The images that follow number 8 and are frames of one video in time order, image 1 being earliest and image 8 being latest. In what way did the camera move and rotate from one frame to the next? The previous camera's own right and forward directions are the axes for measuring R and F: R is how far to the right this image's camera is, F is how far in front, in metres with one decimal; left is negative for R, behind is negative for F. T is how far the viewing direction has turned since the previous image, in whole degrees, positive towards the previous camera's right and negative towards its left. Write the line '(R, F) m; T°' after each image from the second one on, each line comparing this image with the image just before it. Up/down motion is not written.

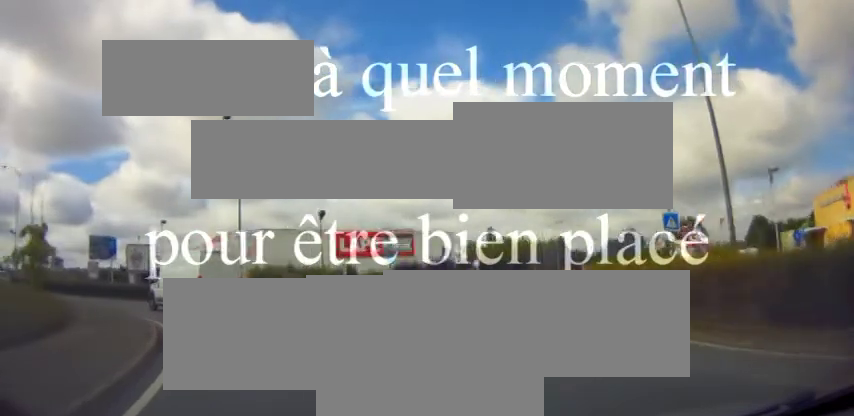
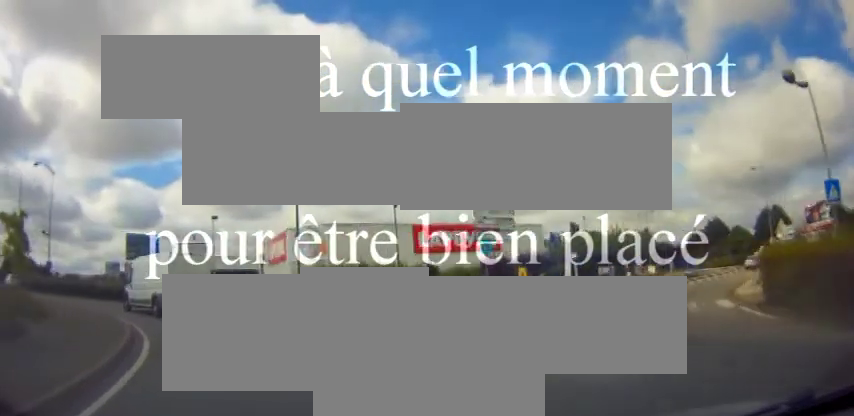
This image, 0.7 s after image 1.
(-0.5, +5.0) m; -7°
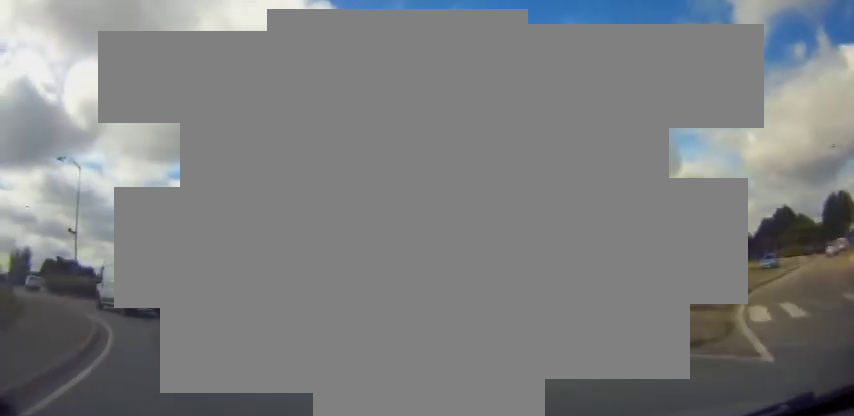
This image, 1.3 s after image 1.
(-0.3, +4.2) m; -8°
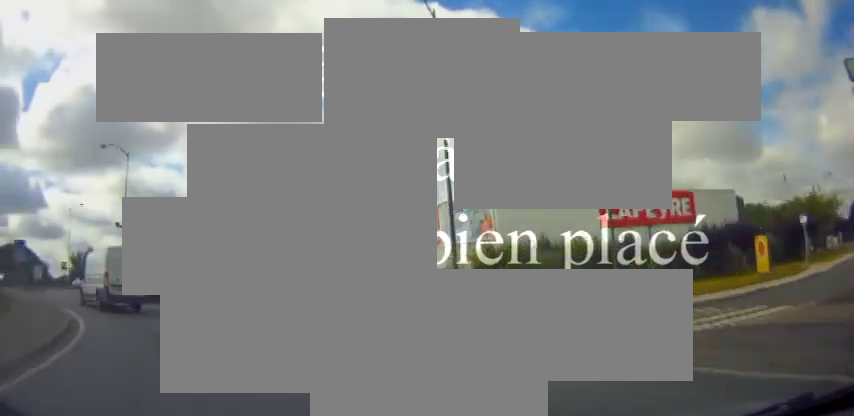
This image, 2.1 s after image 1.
(-0.4, +5.5) m; -11°
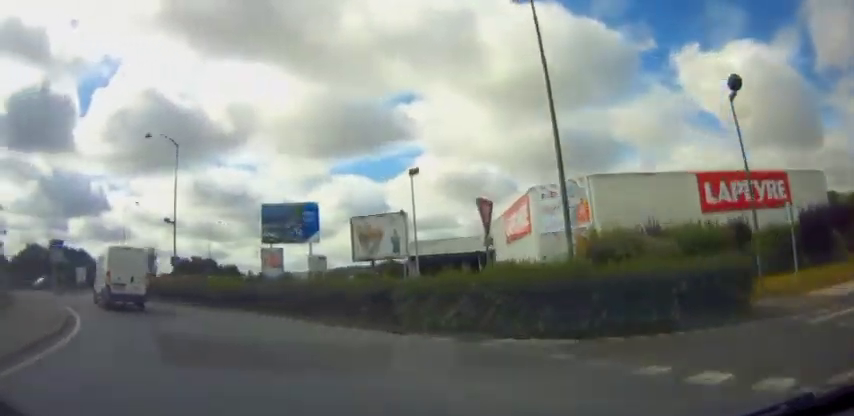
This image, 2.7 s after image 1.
(-0.2, +4.7) m; -8°
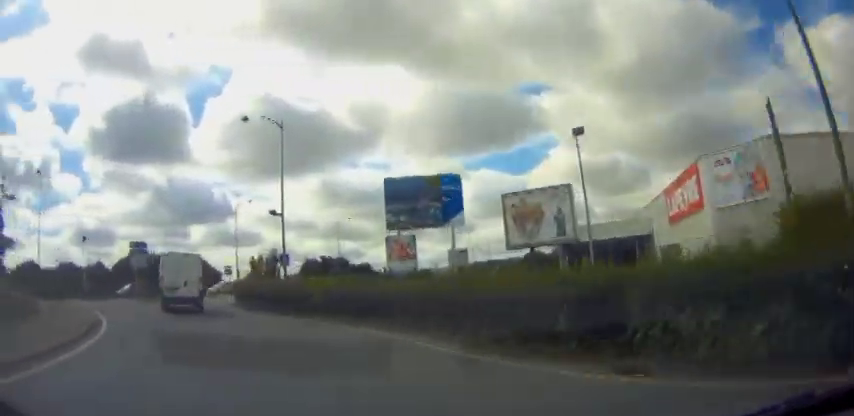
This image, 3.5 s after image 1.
(-1.1, +8.0) m; -15°
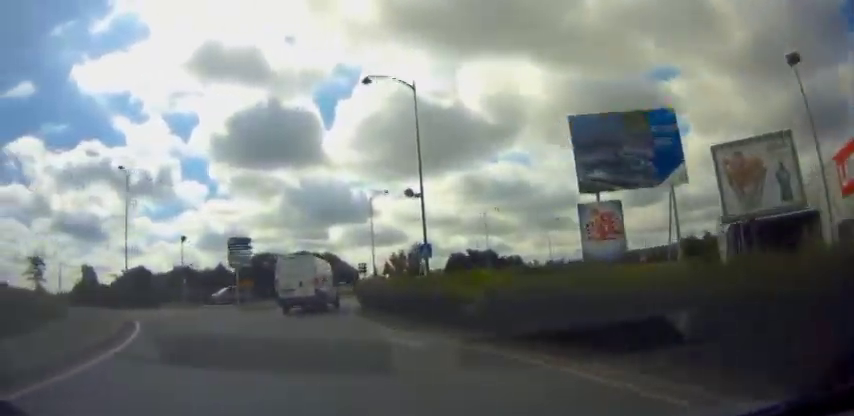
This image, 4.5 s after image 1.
(-1.3, +7.6) m; -20°
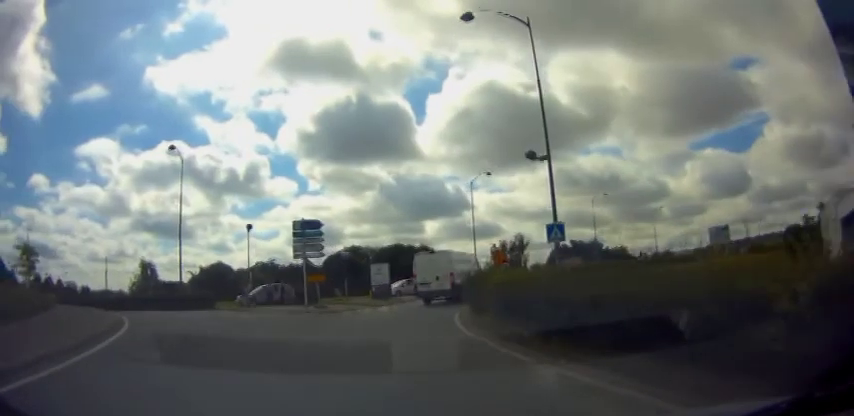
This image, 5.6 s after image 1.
(-1.3, +6.8) m; -12°
